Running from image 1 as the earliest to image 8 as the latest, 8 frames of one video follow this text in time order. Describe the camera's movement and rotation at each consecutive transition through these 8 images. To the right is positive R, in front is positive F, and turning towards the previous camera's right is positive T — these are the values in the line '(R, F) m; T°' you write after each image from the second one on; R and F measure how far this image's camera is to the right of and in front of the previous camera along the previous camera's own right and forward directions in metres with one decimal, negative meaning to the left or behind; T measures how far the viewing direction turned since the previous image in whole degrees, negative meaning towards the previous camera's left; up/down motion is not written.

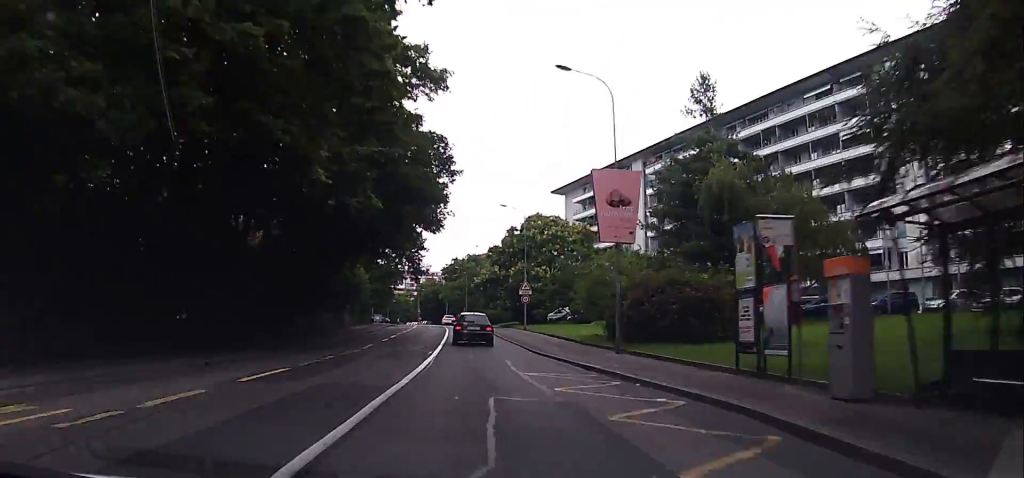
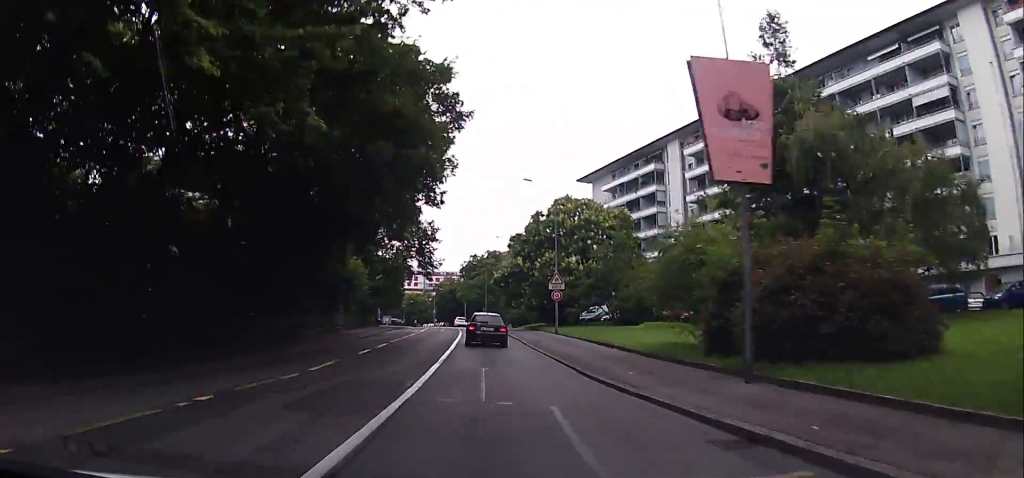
(-0.3, +10.4) m; -2°
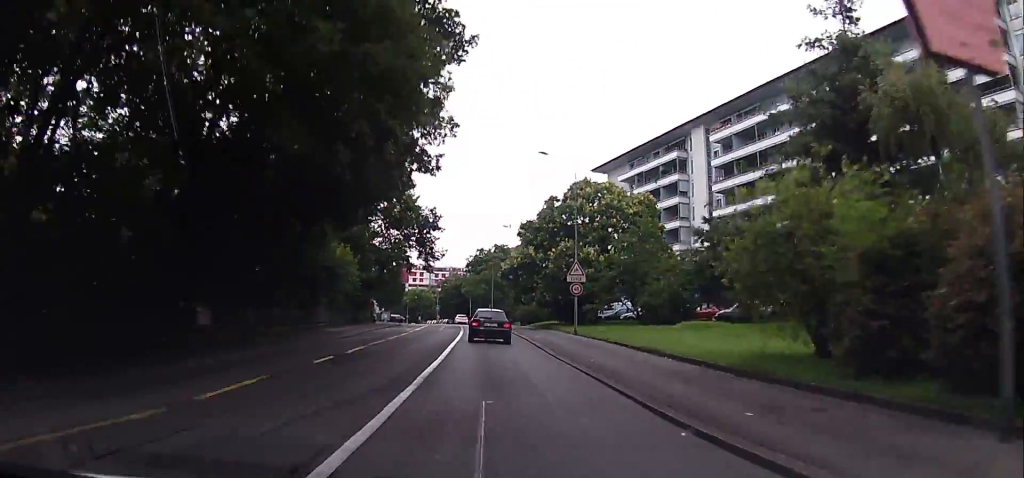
(0.0, +7.0) m; -1°
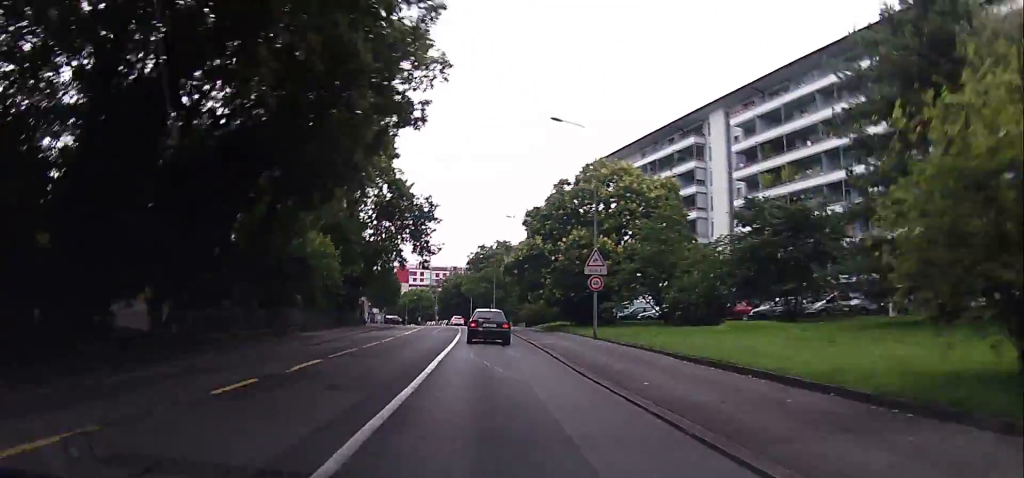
(+0.1, +6.6) m; -1°
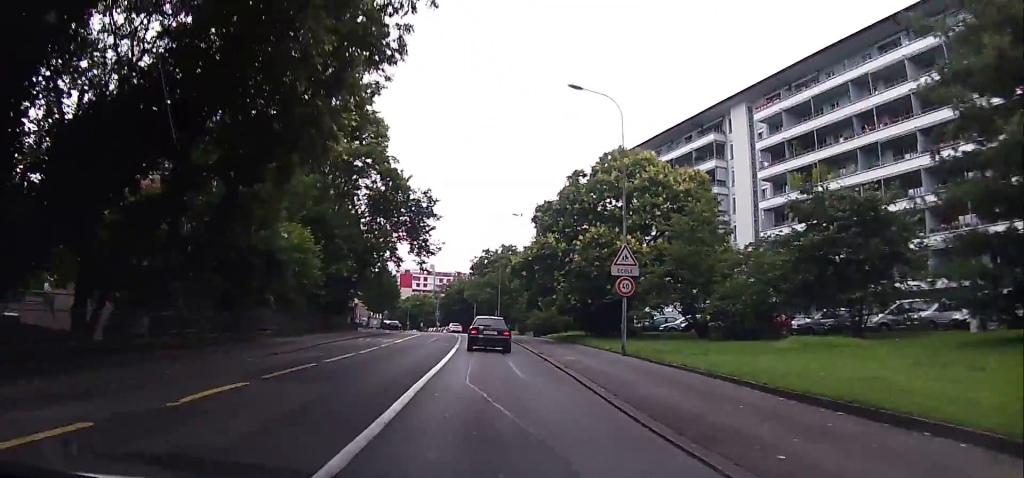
(-0.2, +5.7) m; -1°
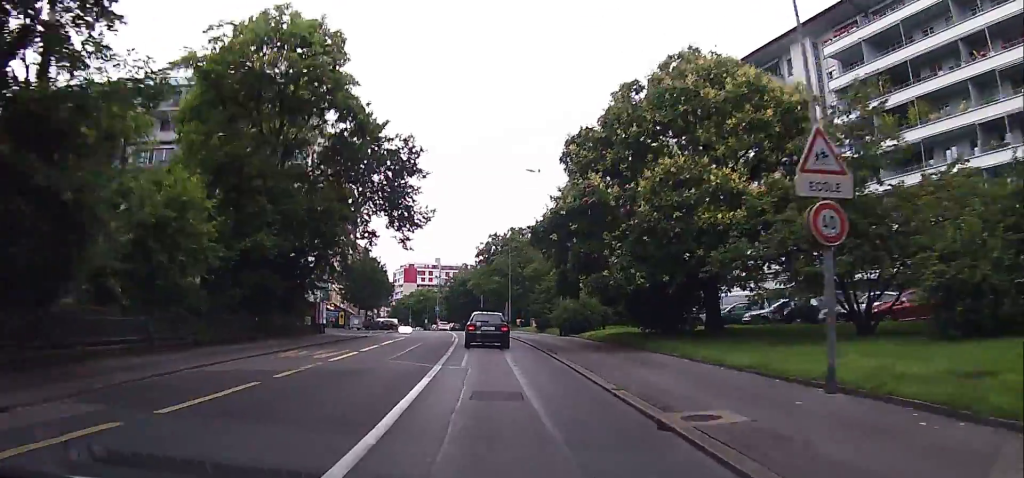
(-0.3, +14.8) m; -1°
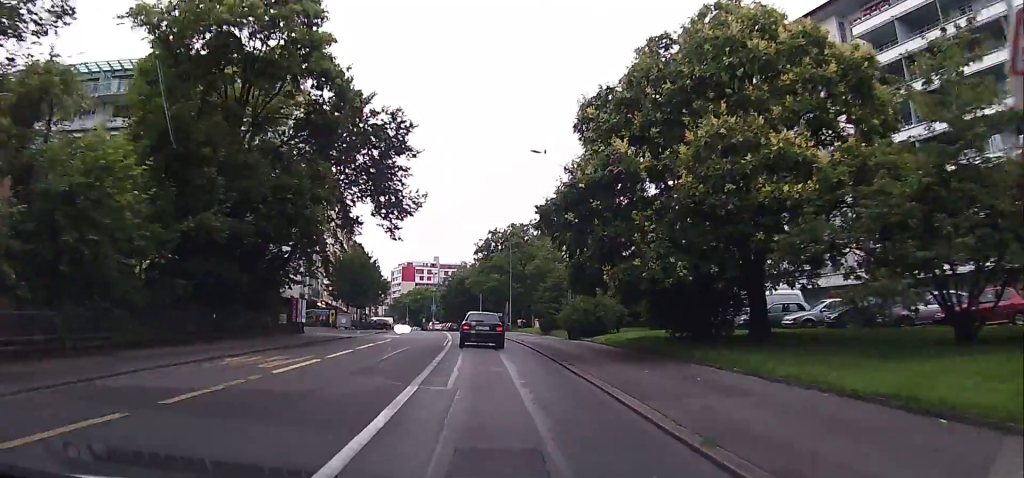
(0.0, +4.9) m; 0°
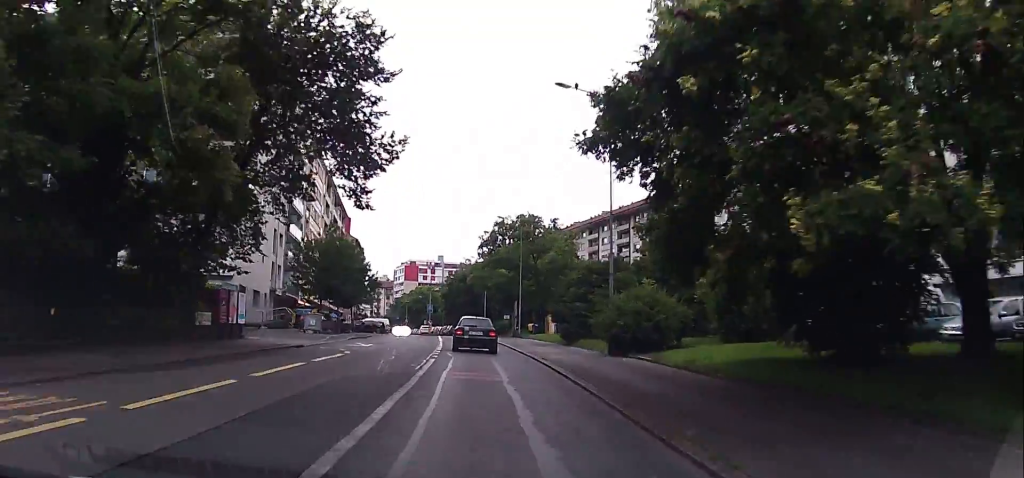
(0.0, +10.7) m; +1°
